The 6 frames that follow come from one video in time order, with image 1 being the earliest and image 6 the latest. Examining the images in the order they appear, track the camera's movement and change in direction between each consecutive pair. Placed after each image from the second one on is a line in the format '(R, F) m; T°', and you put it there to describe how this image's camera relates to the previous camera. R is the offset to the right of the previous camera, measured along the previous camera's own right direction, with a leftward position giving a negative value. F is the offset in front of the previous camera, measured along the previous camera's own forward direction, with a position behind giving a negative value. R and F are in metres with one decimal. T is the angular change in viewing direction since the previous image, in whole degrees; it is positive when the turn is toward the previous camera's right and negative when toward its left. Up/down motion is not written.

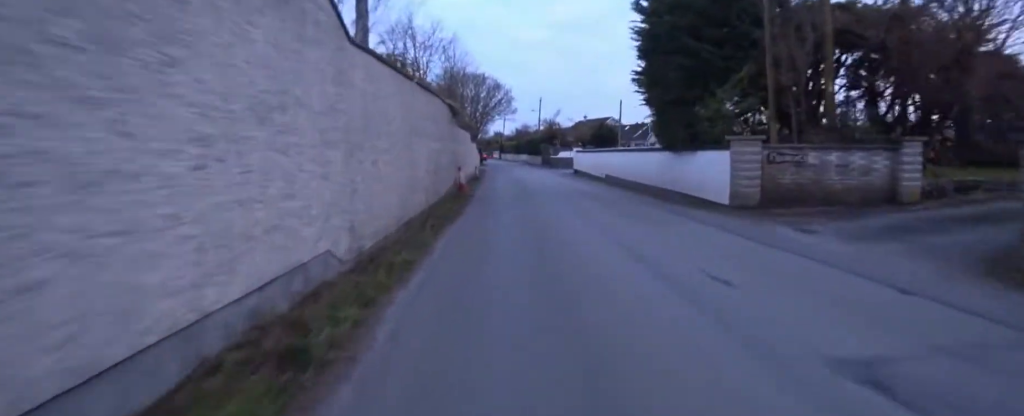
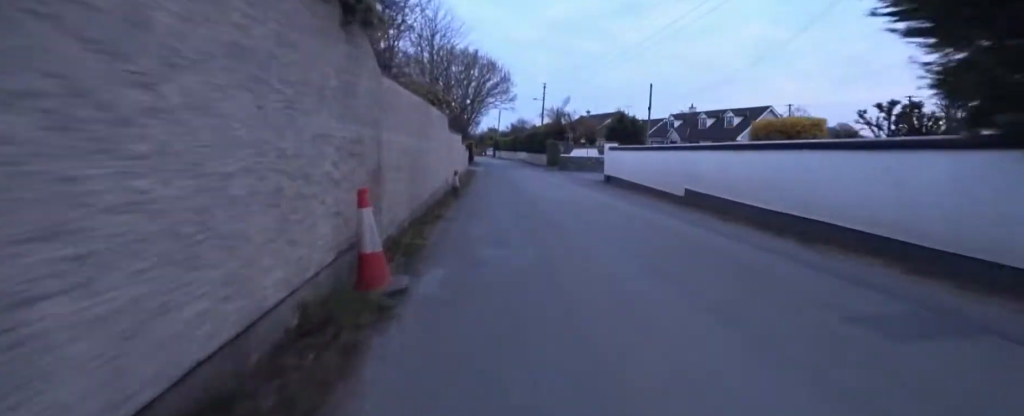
(+0.9, +9.5) m; +3°
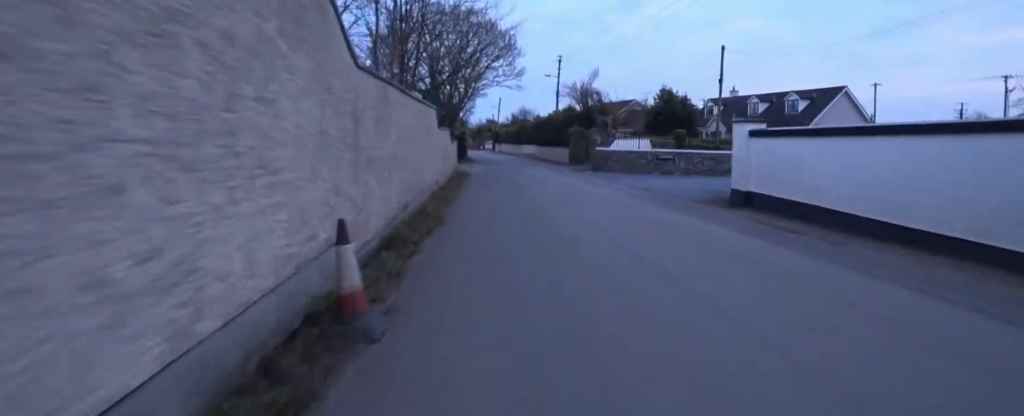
(-1.1, +10.8) m; -5°
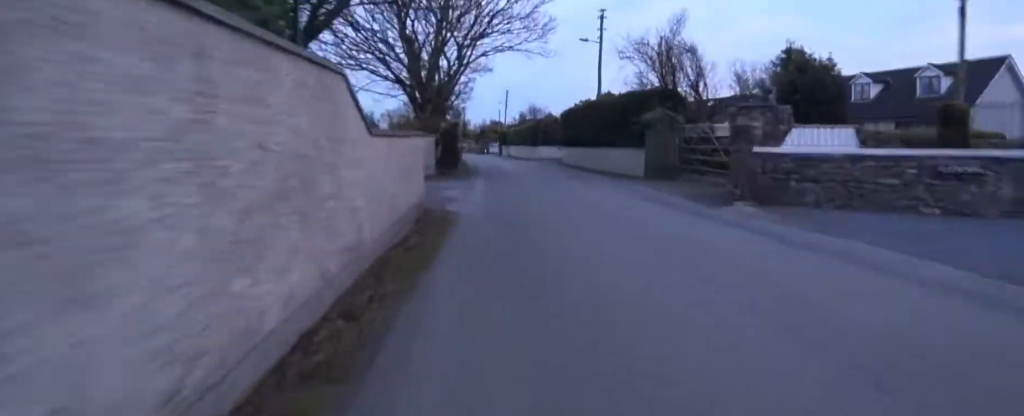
(+0.9, +11.9) m; +10°
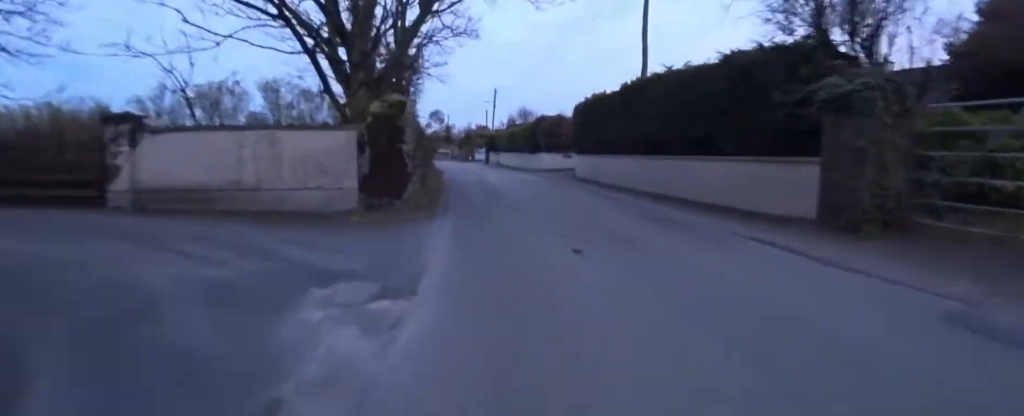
(0.0, +8.4) m; -12°
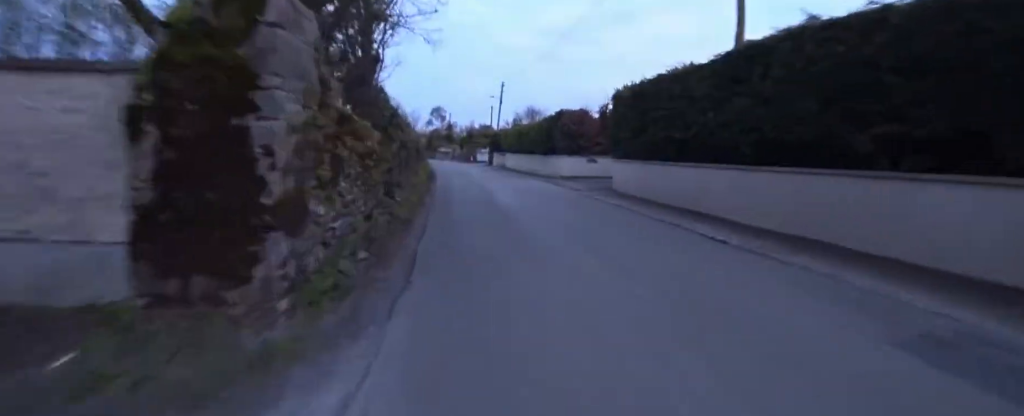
(-1.1, +5.3) m; 0°
